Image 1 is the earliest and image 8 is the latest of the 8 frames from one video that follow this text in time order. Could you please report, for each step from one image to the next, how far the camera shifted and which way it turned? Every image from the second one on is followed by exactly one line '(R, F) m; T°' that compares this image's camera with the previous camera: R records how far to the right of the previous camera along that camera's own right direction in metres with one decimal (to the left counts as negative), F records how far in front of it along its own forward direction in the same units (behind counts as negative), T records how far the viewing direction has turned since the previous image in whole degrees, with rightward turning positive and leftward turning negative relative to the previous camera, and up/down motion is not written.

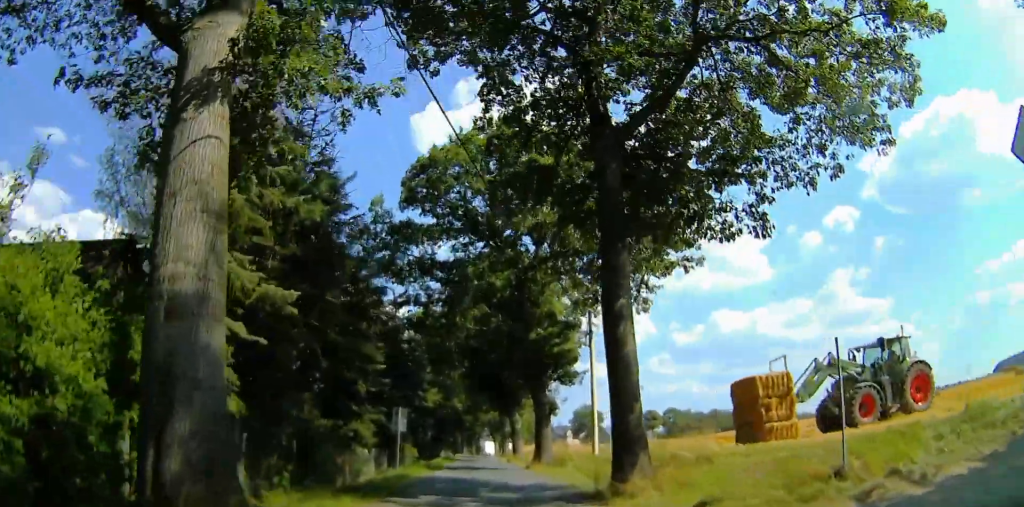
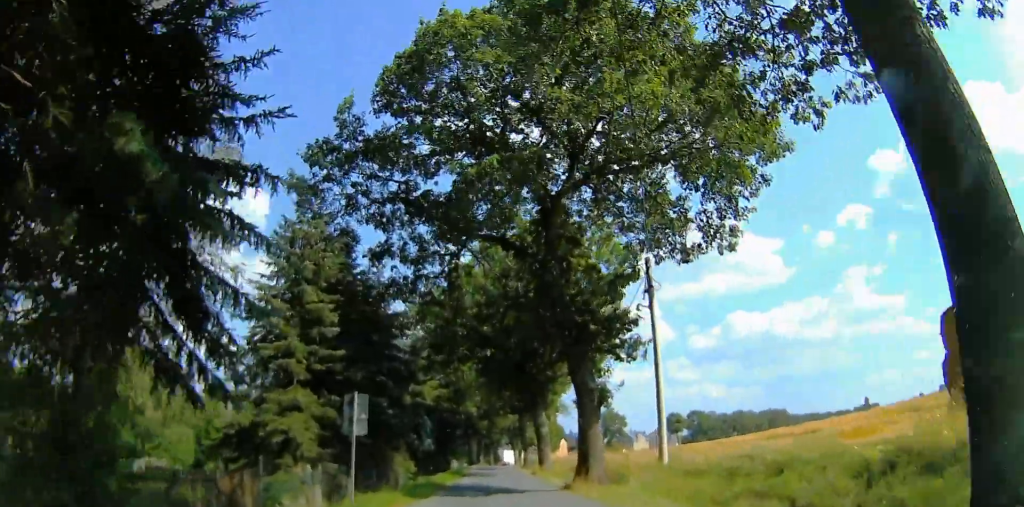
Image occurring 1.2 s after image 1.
(-1.0, +12.6) m; -1°
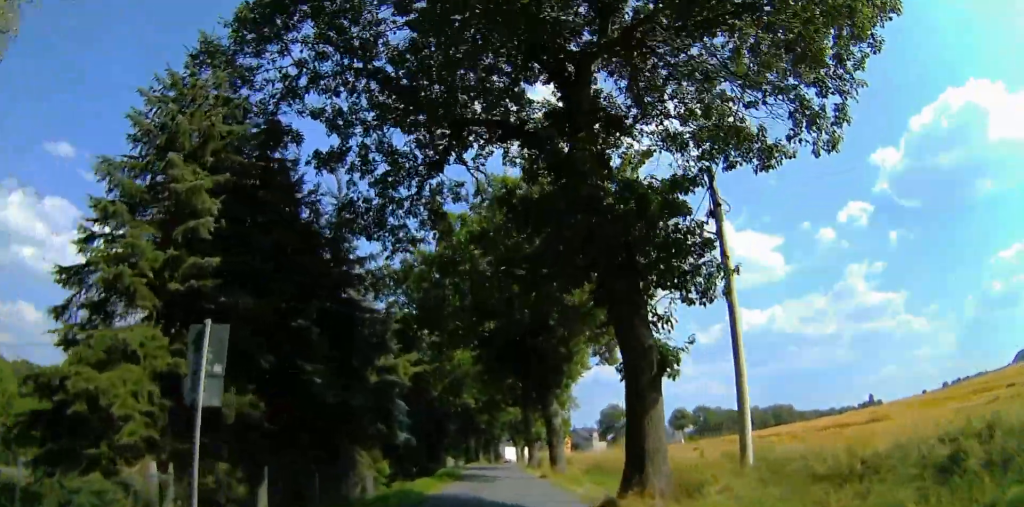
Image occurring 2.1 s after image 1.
(+0.5, +9.3) m; +2°
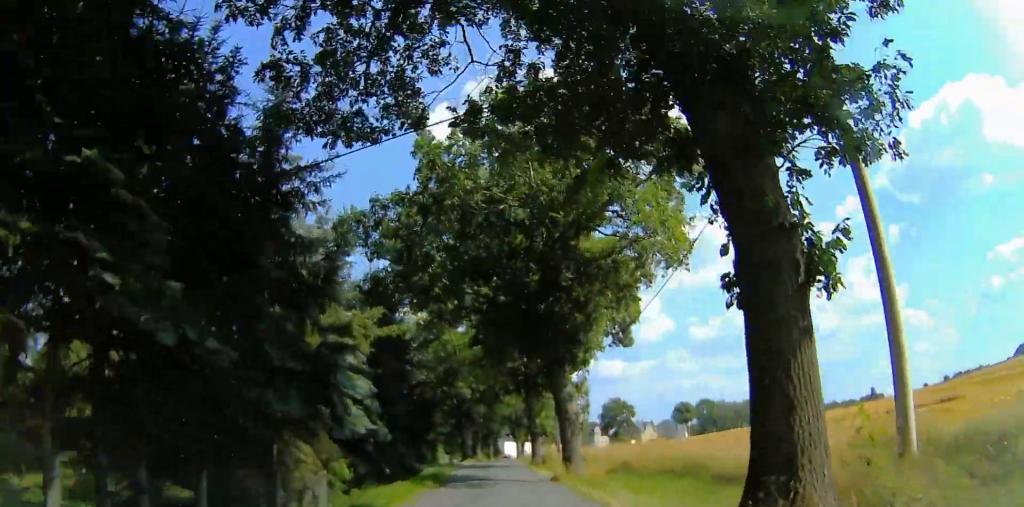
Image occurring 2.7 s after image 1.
(0.0, +7.3) m; -1°
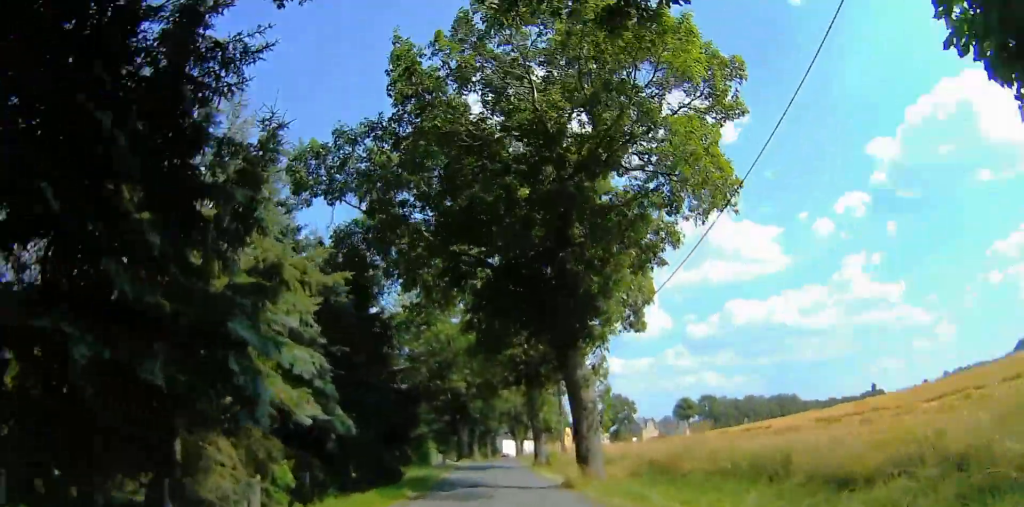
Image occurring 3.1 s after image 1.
(0.0, +5.1) m; -1°
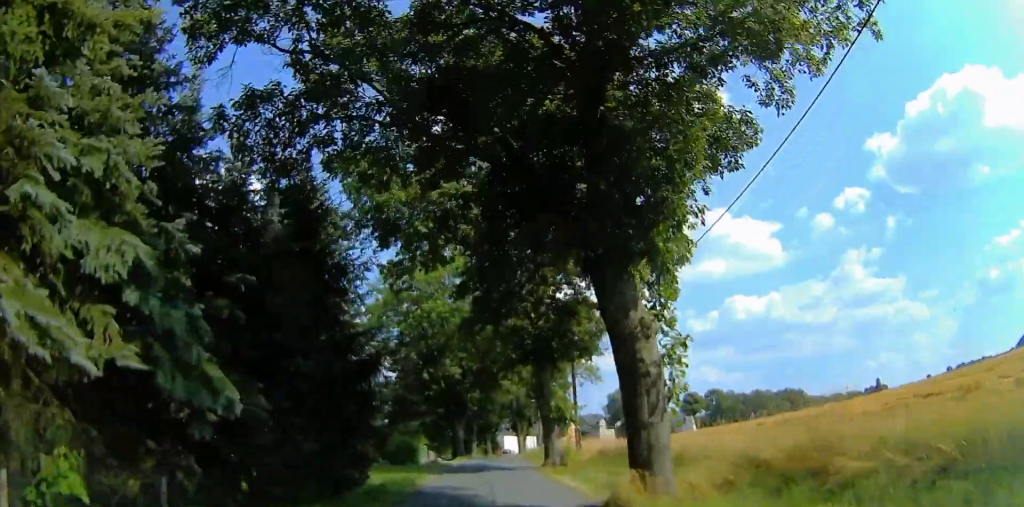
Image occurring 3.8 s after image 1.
(-0.3, +7.9) m; 0°
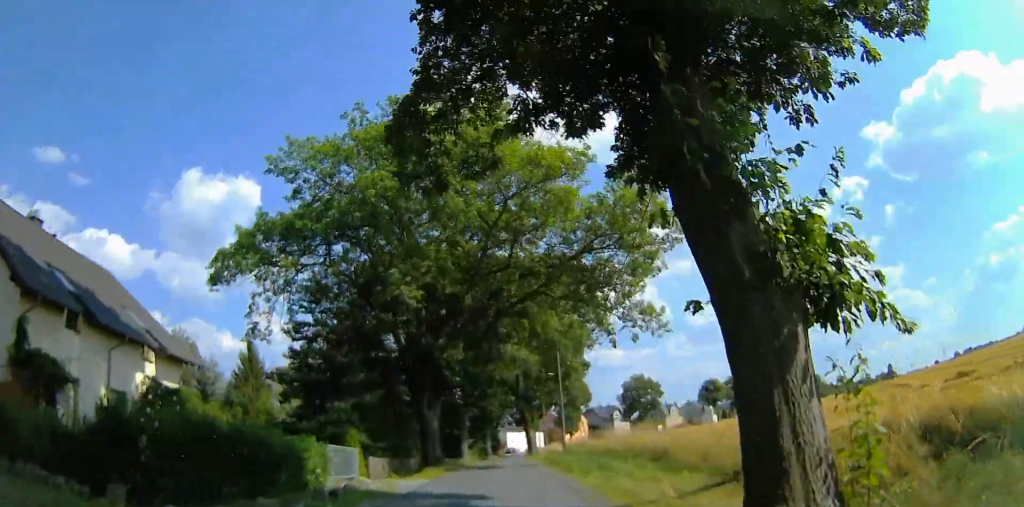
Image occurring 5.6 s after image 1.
(+0.6, +24.0) m; +2°
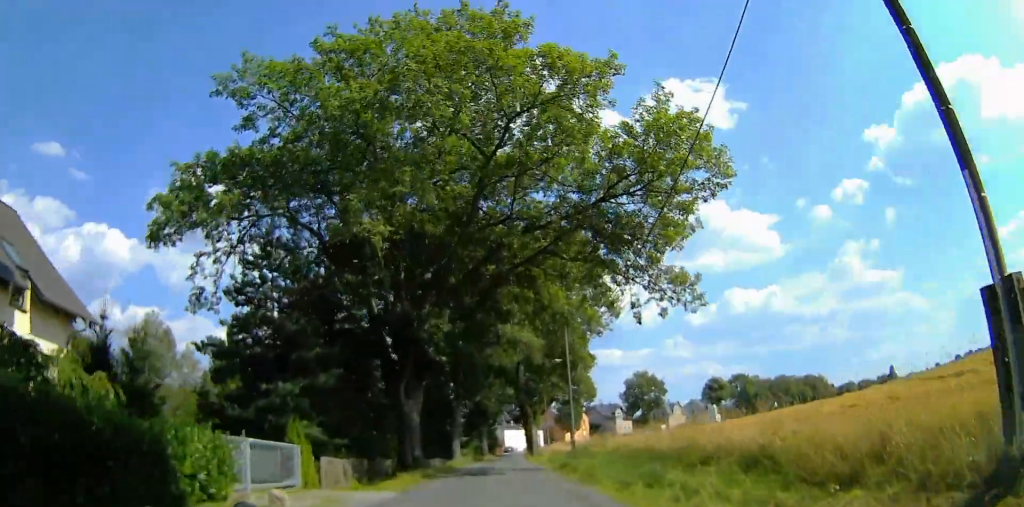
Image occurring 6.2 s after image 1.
(0.0, +6.8) m; 0°
